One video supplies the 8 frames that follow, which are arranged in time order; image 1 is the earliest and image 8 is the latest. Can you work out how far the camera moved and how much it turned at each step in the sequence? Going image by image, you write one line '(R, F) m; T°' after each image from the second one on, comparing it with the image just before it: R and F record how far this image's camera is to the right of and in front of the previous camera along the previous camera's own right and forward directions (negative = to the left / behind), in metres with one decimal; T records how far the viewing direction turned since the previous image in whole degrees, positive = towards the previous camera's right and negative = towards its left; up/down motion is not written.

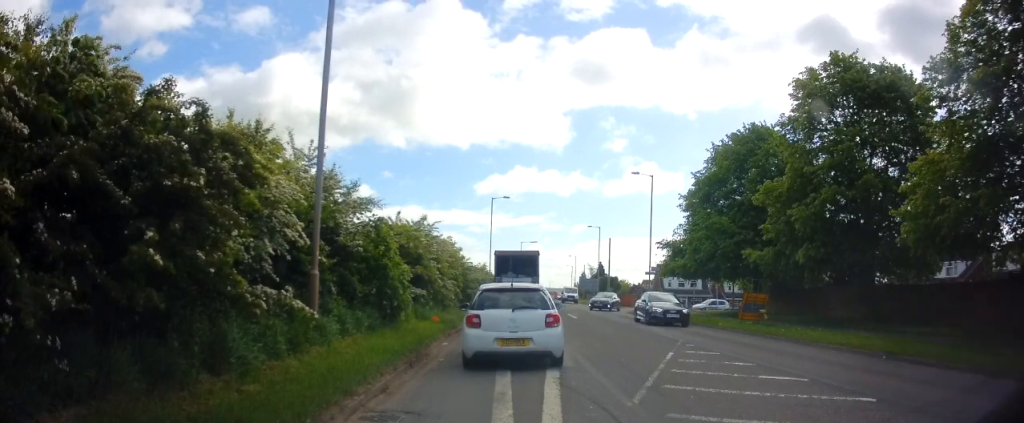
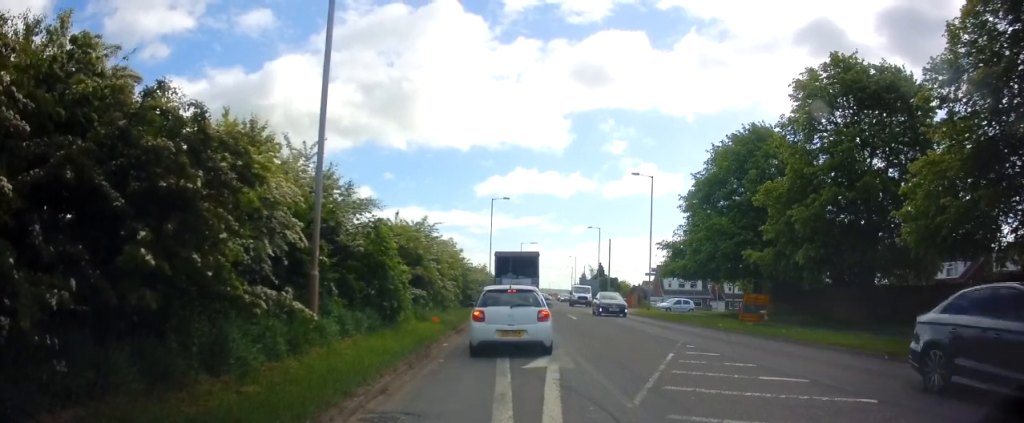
(0.0, 0.0) m; 0°
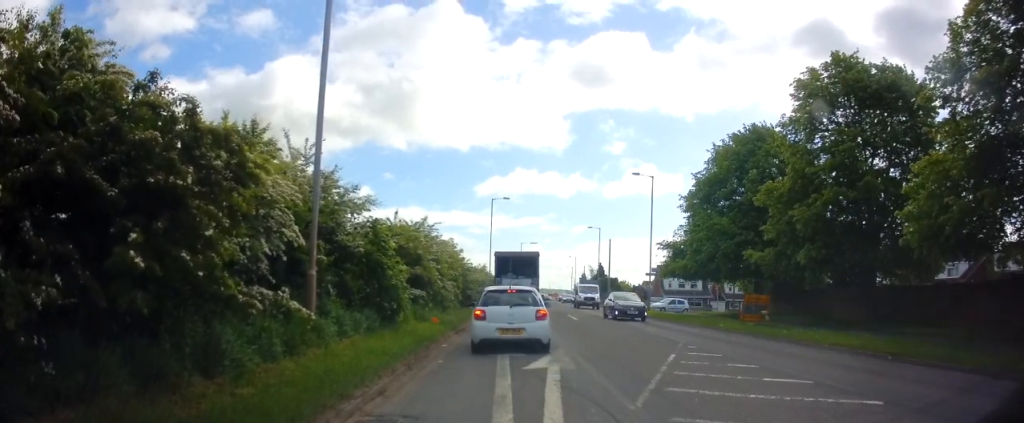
(0.0, +0.1) m; 0°
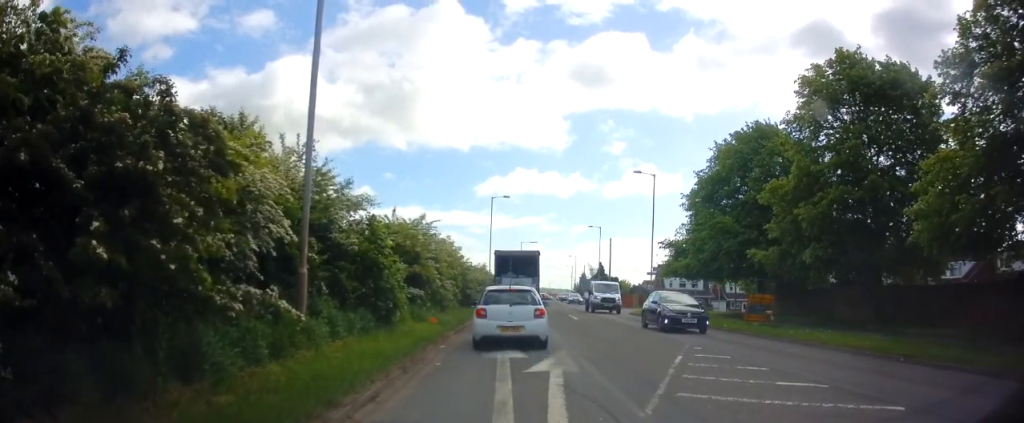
(+0.1, +0.3) m; 0°
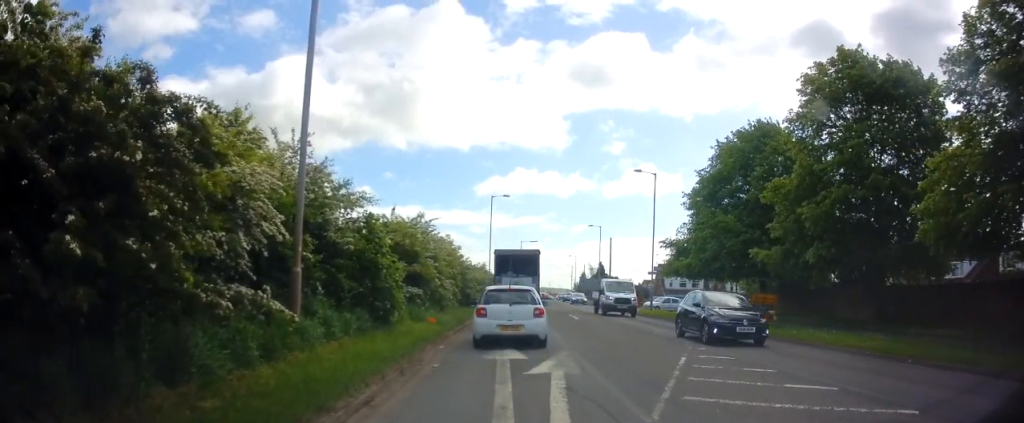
(+0.1, +0.2) m; 0°
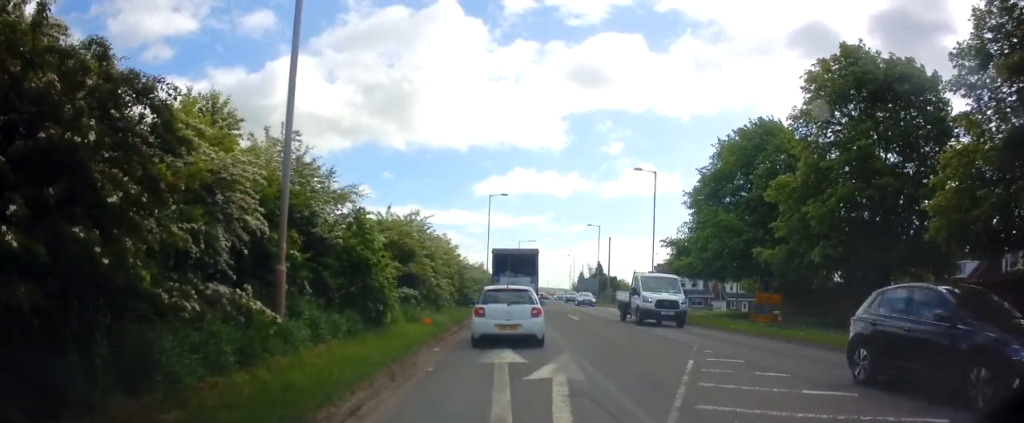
(+0.1, +0.4) m; 0°
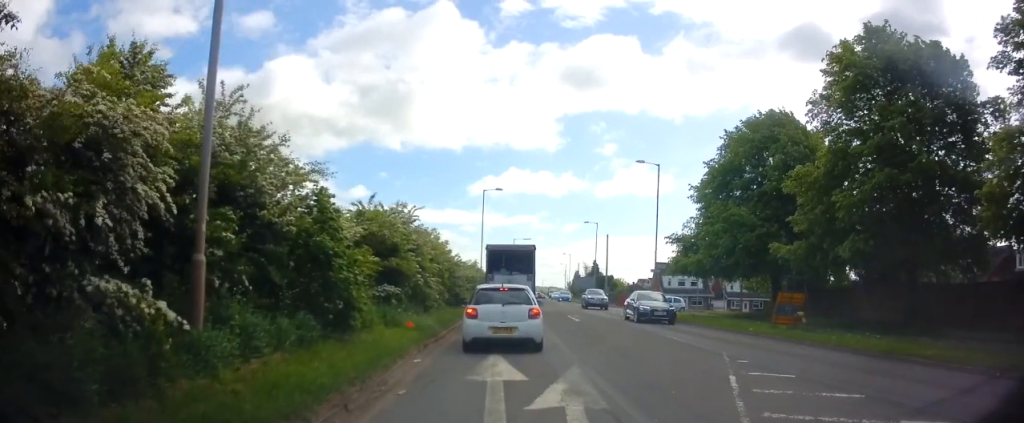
(+0.5, +2.0) m; 0°
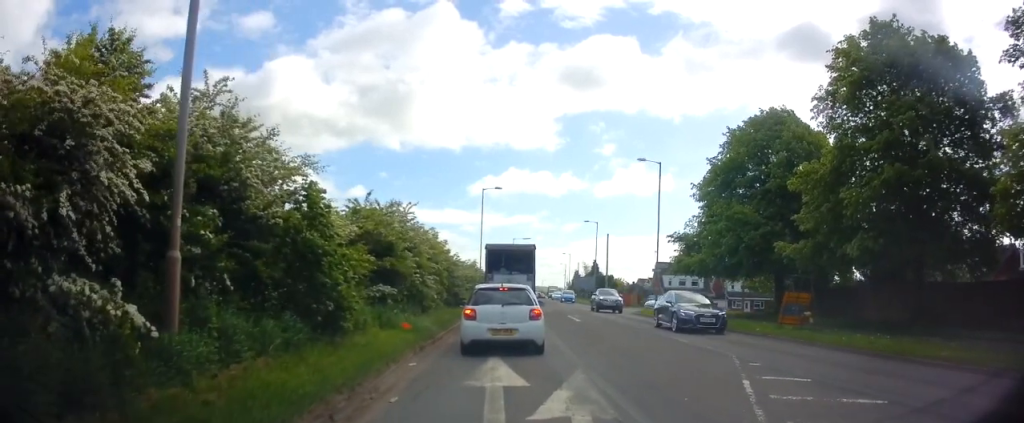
(0.0, +0.5) m; 0°
